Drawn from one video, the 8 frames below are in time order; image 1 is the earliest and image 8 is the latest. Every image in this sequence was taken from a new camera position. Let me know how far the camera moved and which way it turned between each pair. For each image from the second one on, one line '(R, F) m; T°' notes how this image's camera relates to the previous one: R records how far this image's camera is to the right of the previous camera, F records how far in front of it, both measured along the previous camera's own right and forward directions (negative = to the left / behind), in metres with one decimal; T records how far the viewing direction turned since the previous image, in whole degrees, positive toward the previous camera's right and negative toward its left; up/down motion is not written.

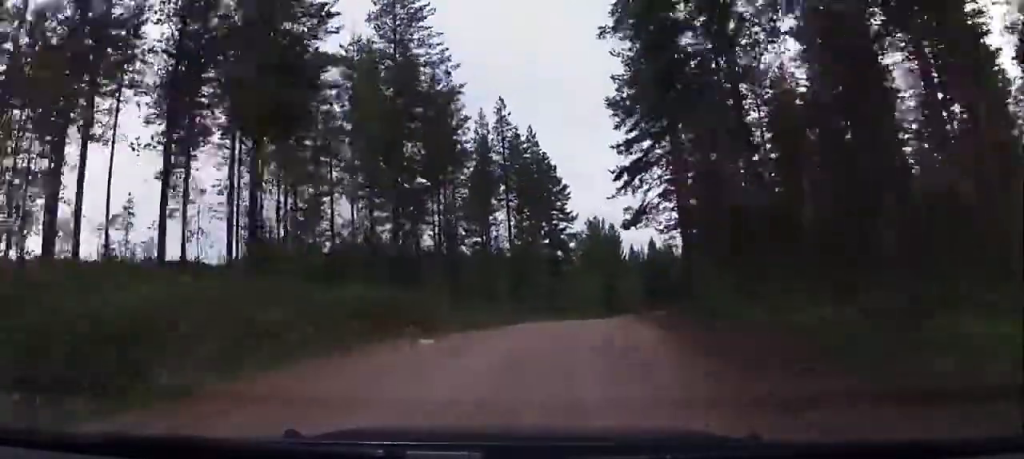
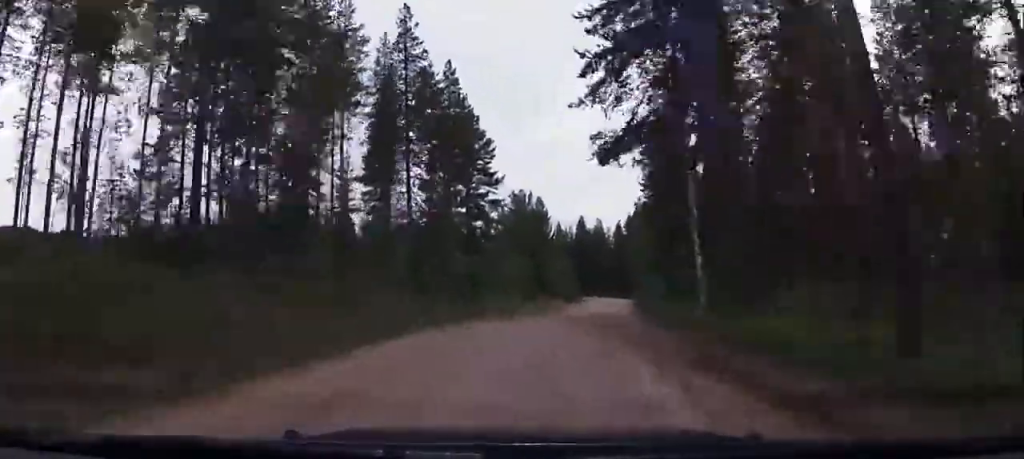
(+0.3, +14.2) m; +5°
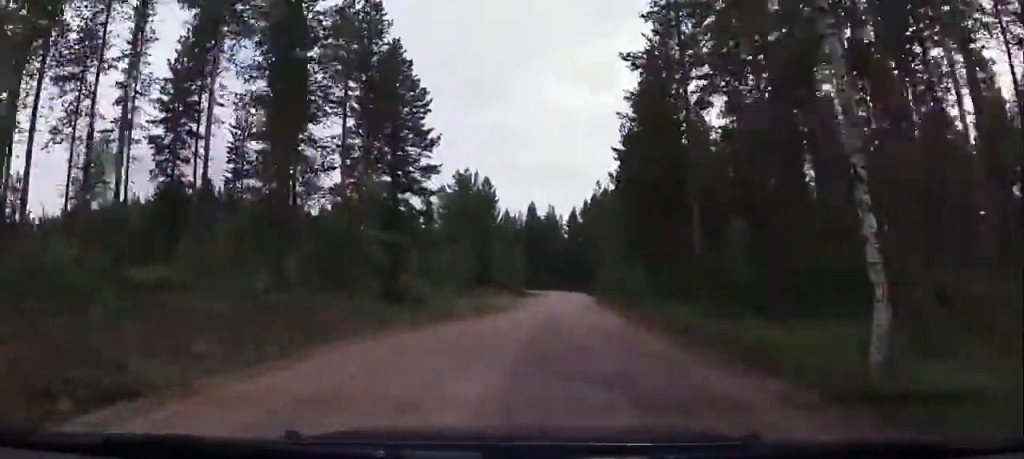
(+0.7, +12.4) m; +7°
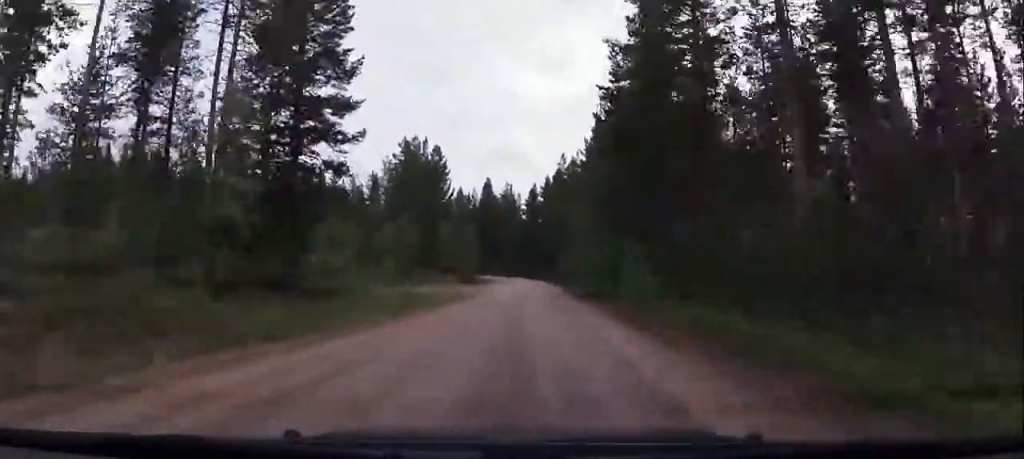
(+0.7, +12.0) m; +6°
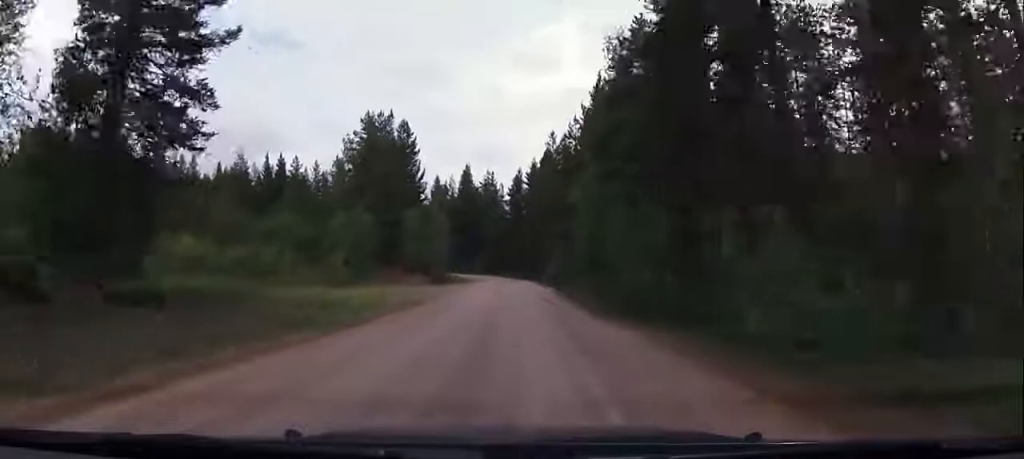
(+0.6, +13.2) m; +5°
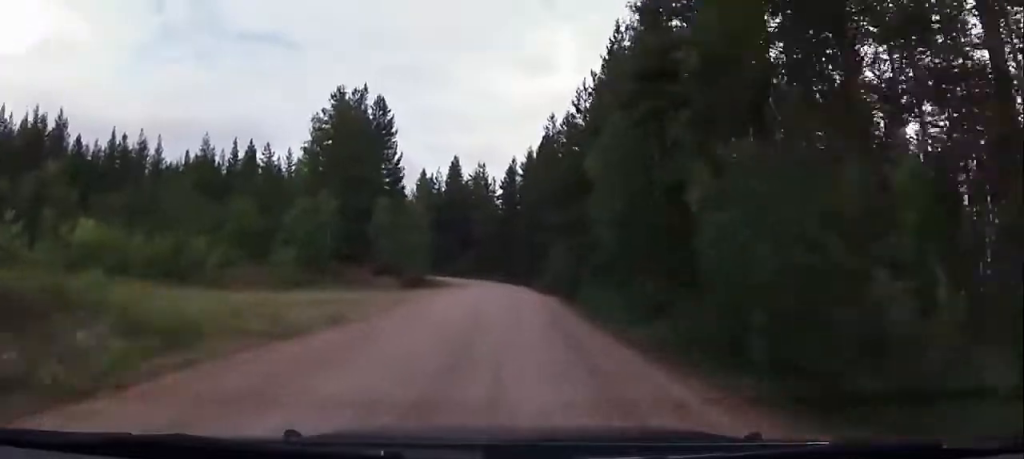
(+0.4, +11.6) m; +3°
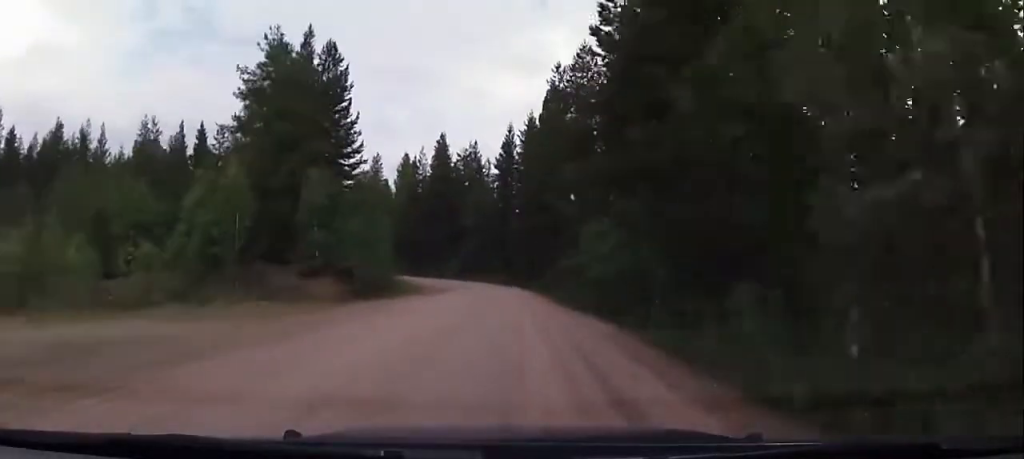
(+0.3, +18.2) m; +1°
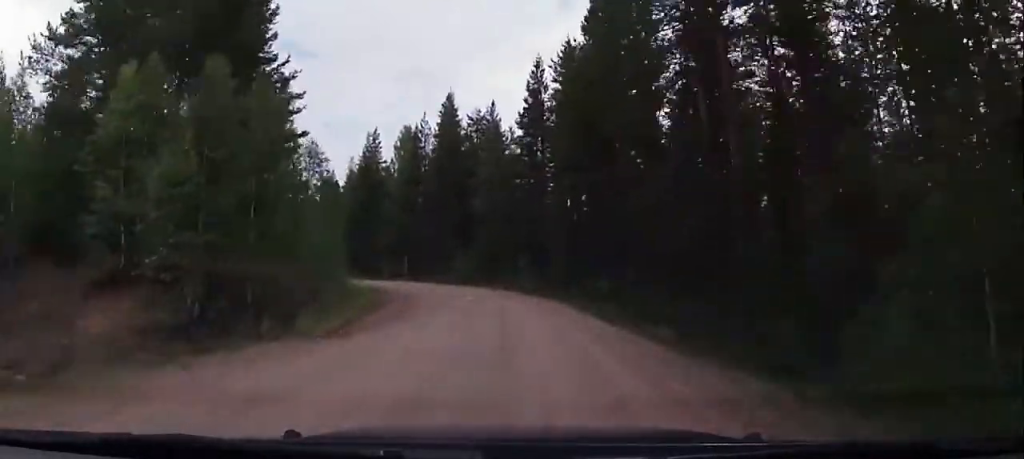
(-0.1, +23.8) m; -1°
